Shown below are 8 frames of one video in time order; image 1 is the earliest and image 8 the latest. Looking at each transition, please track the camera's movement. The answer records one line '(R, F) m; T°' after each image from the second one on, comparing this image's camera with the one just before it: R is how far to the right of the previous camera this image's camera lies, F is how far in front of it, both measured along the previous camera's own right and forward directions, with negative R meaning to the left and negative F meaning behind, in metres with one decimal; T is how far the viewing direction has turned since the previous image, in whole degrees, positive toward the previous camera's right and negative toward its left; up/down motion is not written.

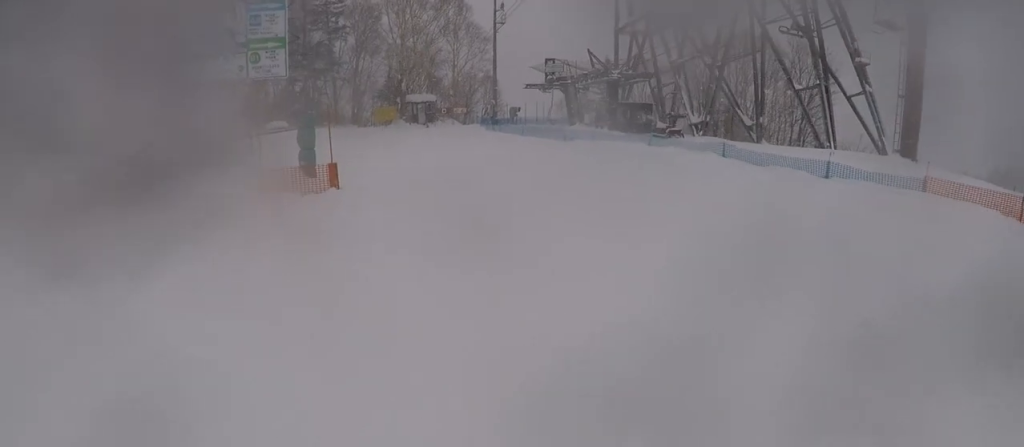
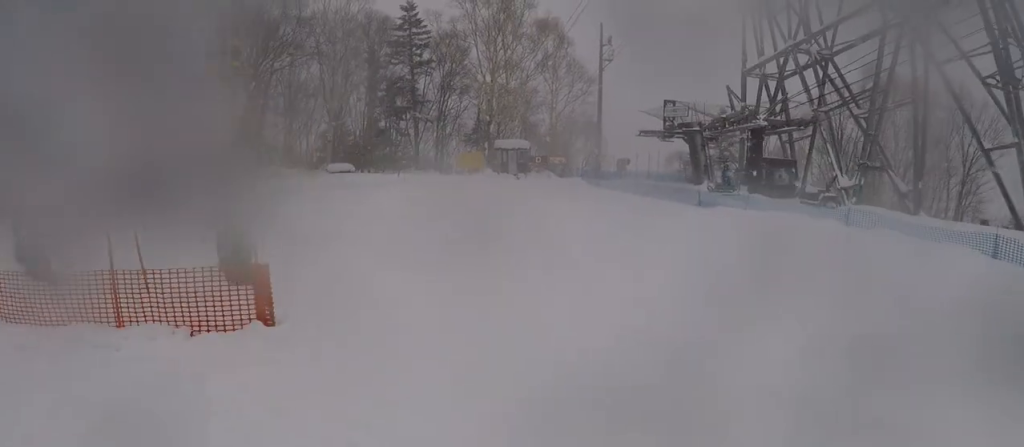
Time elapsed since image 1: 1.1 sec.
(-0.1, +7.0) m; -8°
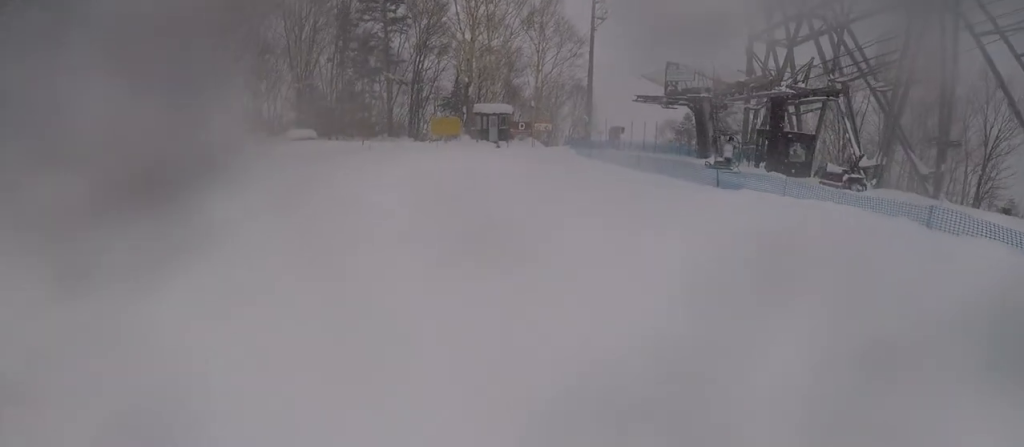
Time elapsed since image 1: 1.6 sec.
(-0.1, +3.4) m; -5°
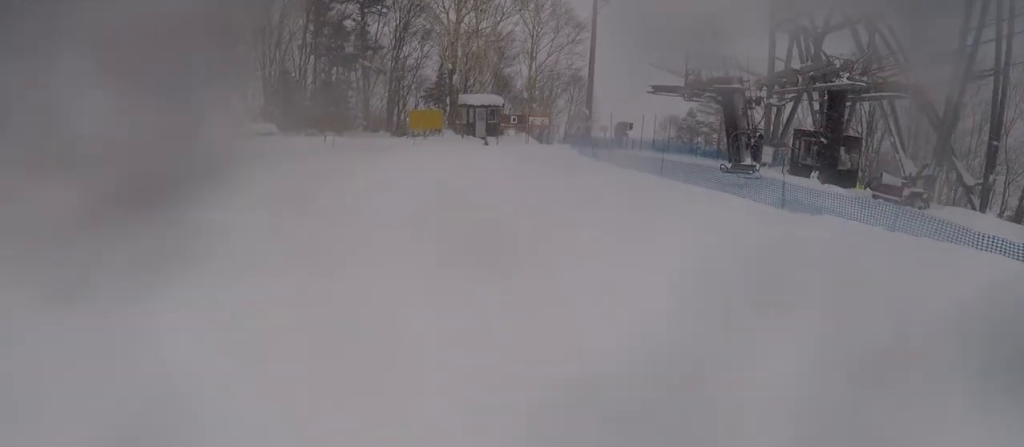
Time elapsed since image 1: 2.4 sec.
(-0.8, +4.1) m; -1°
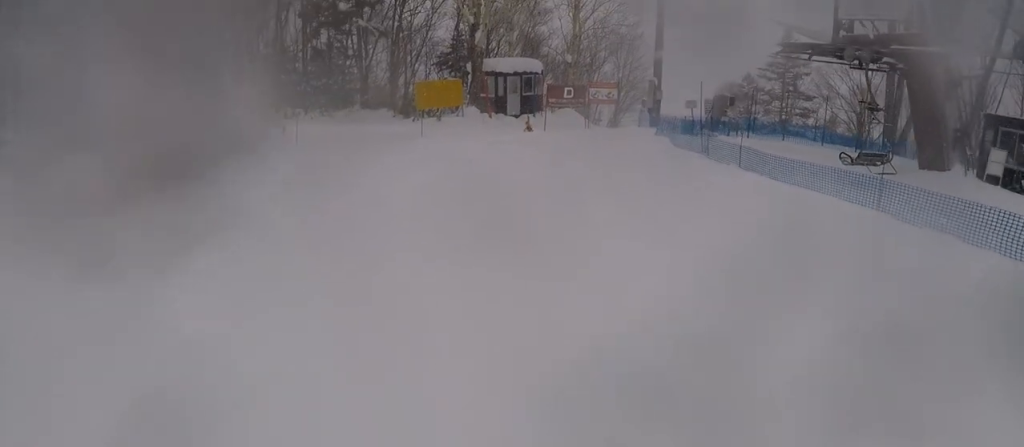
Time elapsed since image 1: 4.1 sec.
(+0.8, +8.3) m; +8°
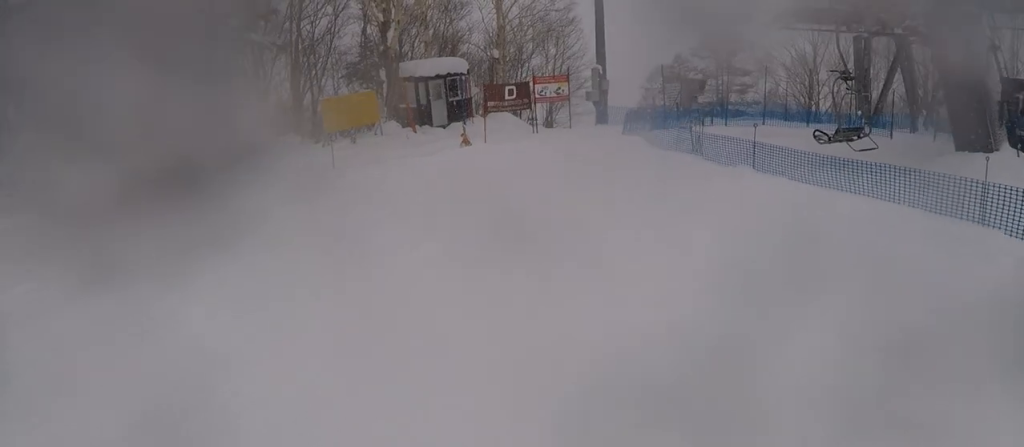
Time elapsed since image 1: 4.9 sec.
(+0.2, +3.4) m; +2°
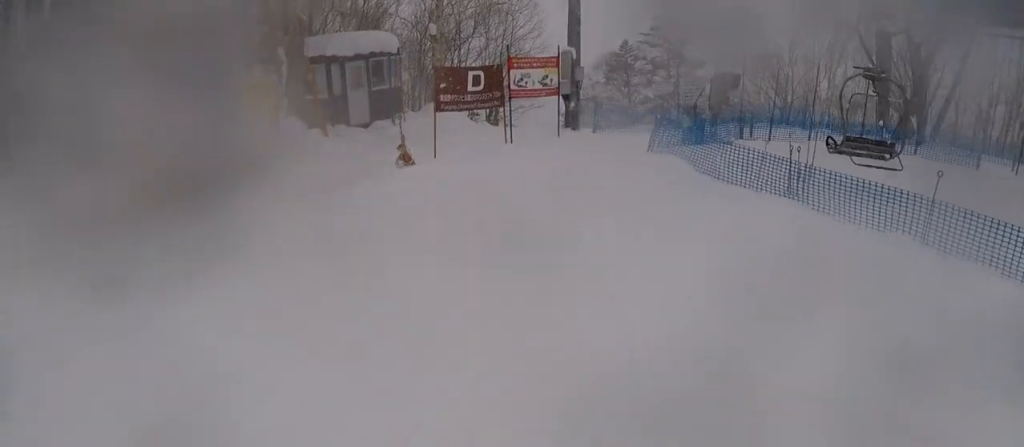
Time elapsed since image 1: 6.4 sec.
(-0.2, +4.9) m; +8°
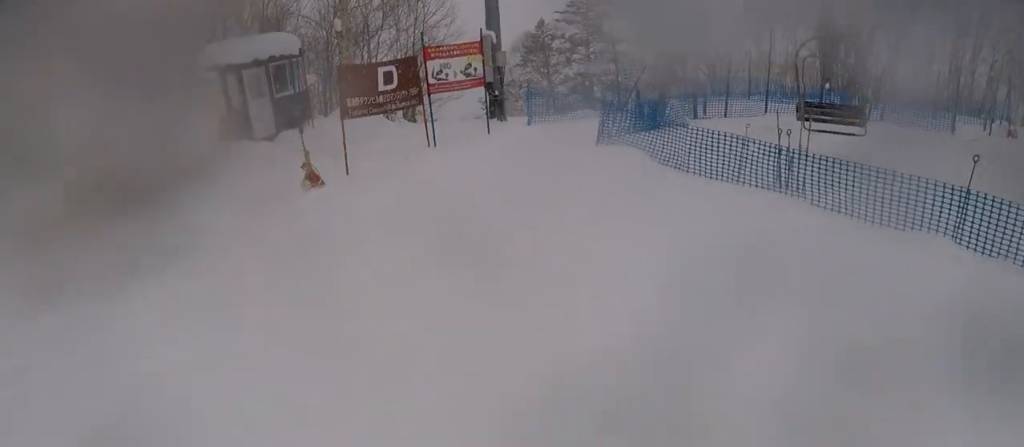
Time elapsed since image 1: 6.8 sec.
(+0.3, +1.2) m; 0°
